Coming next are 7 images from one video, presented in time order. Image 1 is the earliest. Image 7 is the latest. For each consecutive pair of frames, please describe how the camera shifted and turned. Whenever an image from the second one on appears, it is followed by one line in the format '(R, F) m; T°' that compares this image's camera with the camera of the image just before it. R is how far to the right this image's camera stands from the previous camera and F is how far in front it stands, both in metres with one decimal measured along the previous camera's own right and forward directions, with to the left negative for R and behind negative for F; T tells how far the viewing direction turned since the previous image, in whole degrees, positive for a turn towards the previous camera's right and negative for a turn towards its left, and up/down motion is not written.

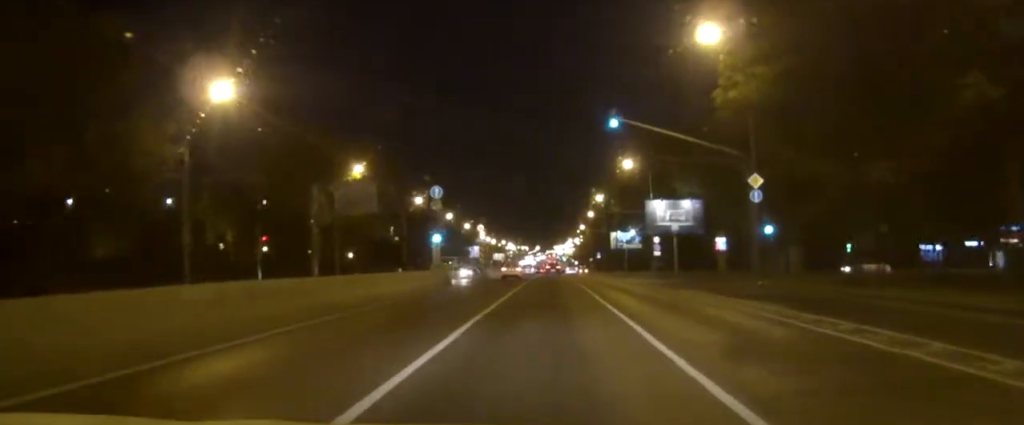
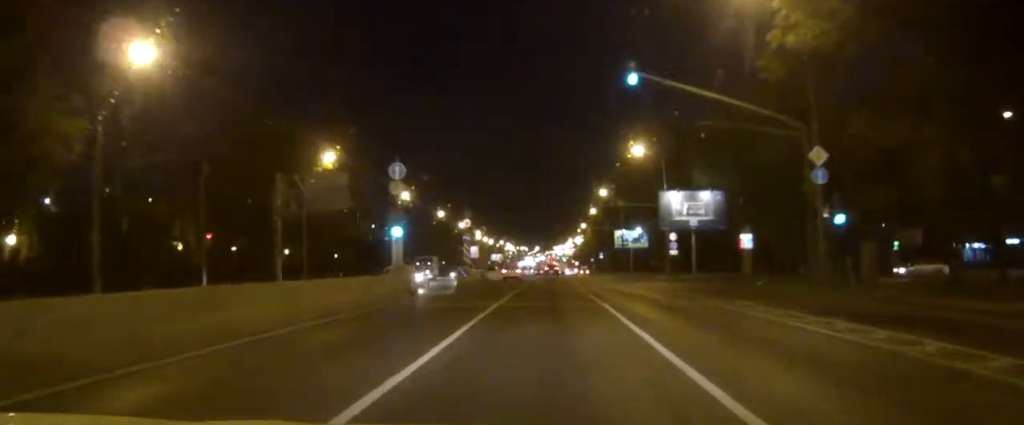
(0.0, +10.7) m; 0°
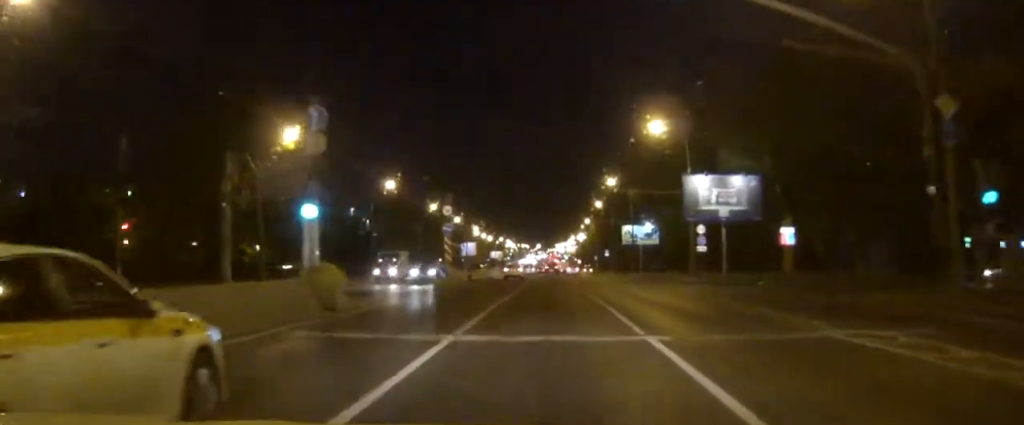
(0.0, +11.9) m; 0°
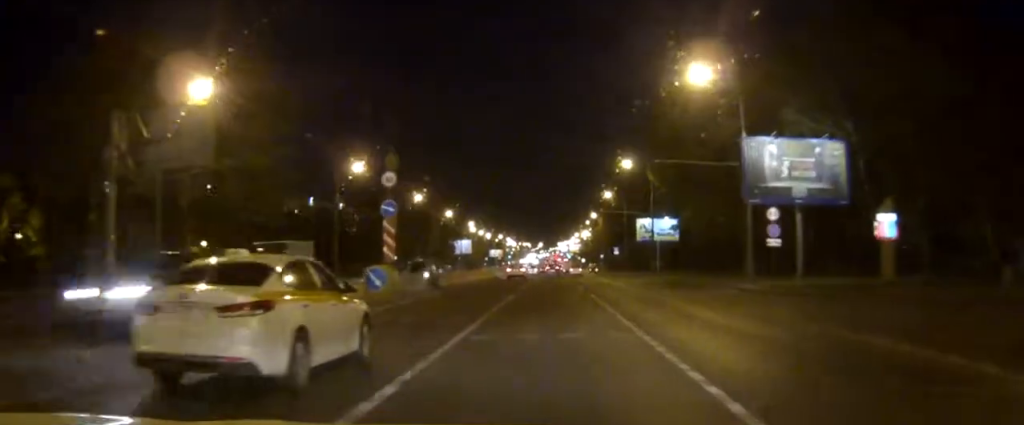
(-0.1, +17.6) m; 0°
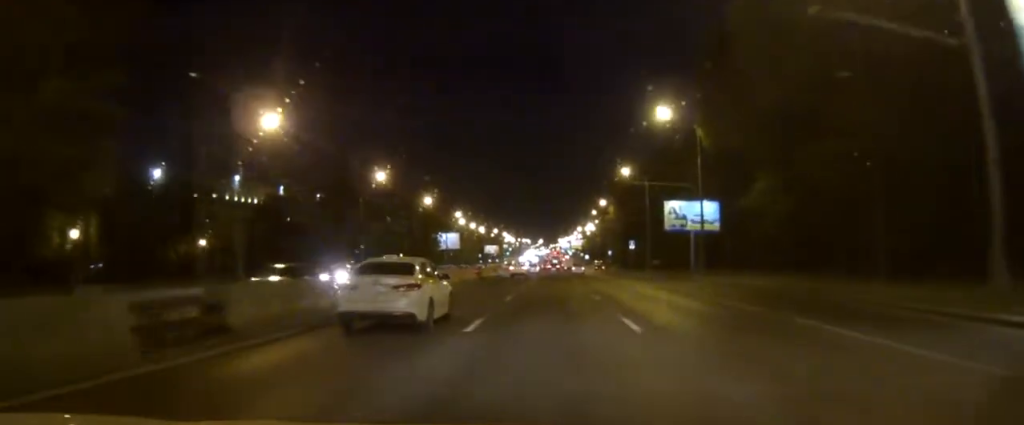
(0.0, +26.1) m; 0°
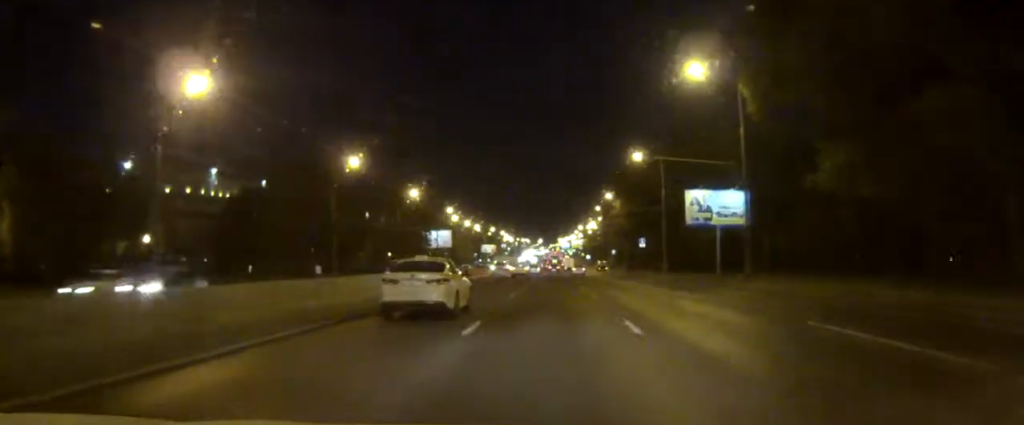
(0.0, +12.8) m; 0°
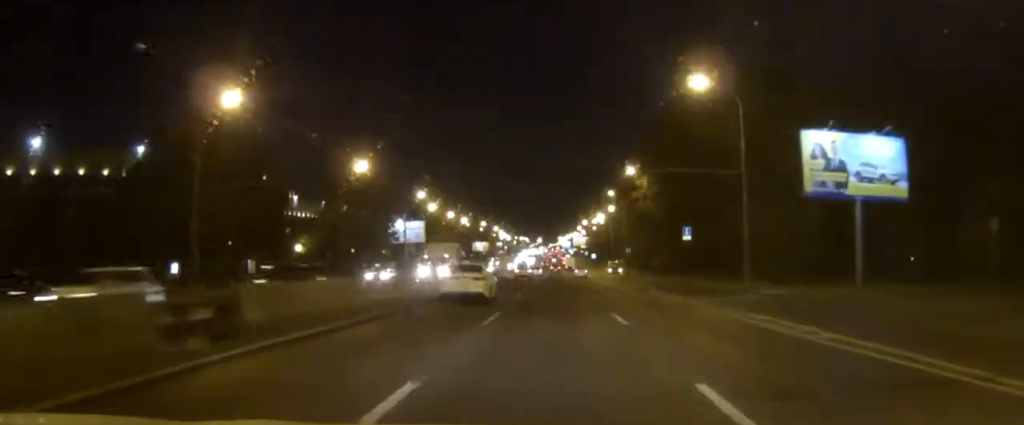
(-0.1, +32.4) m; 0°
